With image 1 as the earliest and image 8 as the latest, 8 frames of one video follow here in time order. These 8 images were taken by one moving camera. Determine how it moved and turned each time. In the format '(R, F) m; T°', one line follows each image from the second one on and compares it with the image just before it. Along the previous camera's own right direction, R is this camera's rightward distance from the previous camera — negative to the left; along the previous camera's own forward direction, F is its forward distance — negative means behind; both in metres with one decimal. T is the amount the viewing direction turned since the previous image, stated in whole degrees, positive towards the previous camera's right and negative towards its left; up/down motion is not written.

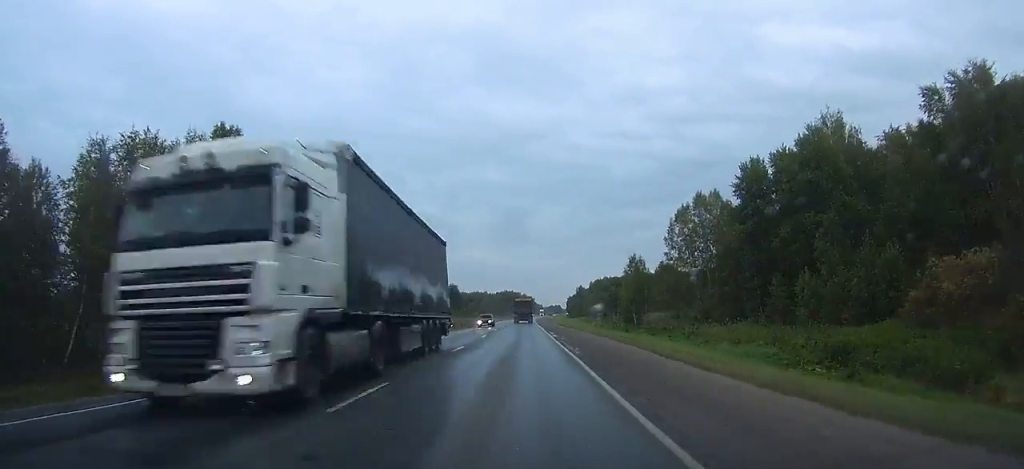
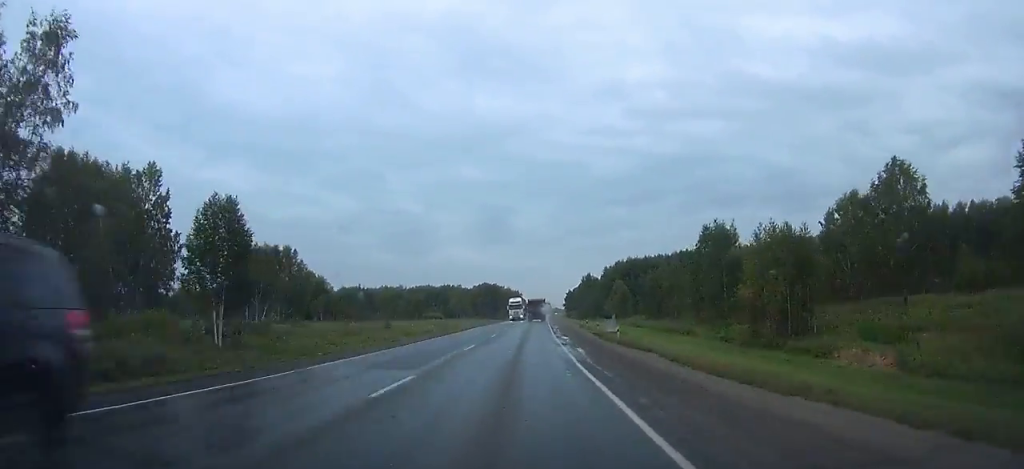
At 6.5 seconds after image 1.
(+2.8, +130.1) m; +3°
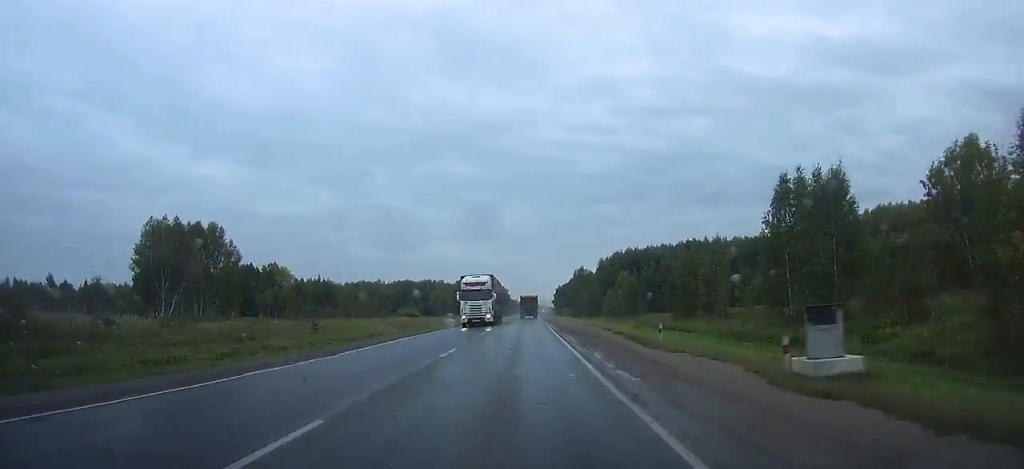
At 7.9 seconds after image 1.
(+0.3, +28.2) m; 0°
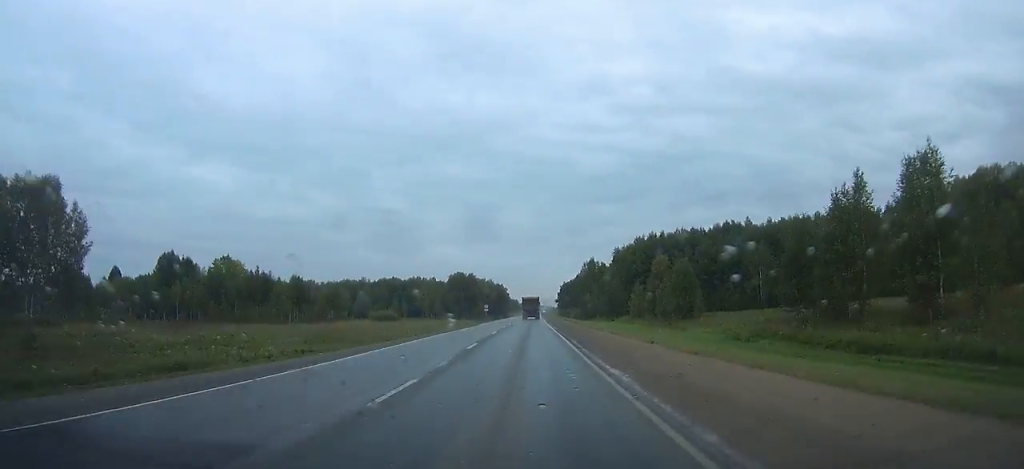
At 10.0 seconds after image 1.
(+0.3, +42.6) m; +1°
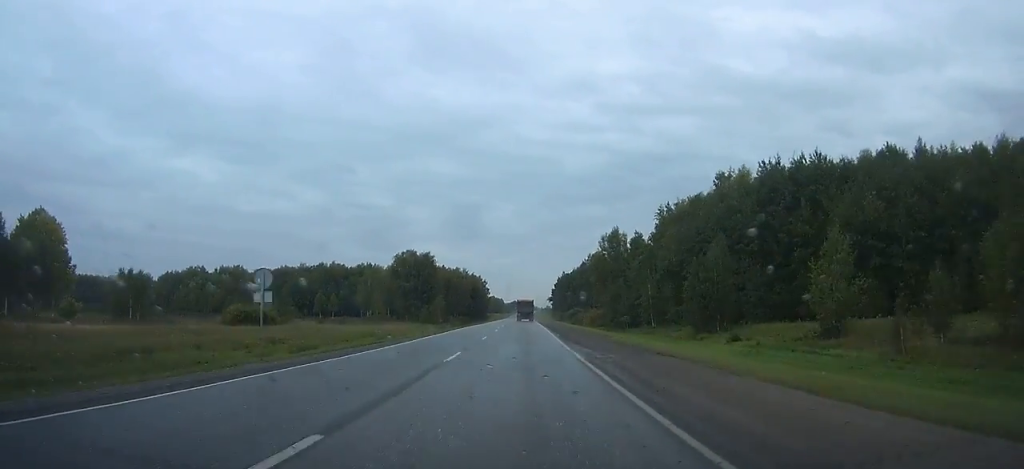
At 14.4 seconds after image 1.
(+0.8, +92.3) m; +1°
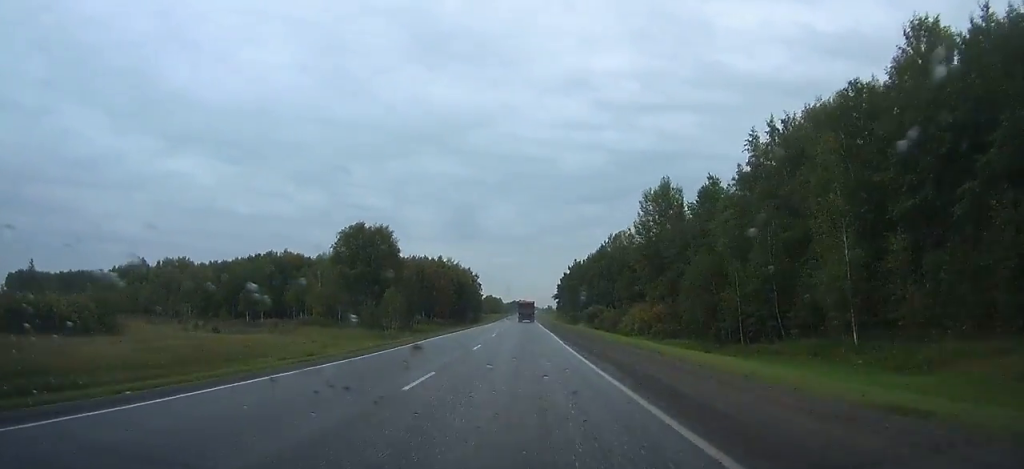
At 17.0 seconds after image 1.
(+0.2, +57.2) m; 0°
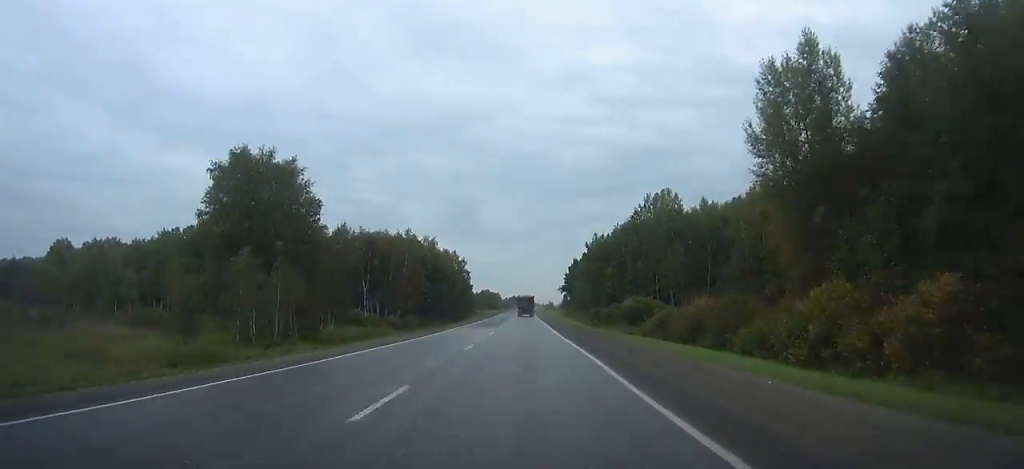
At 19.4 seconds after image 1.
(+0.1, +54.2) m; 0°
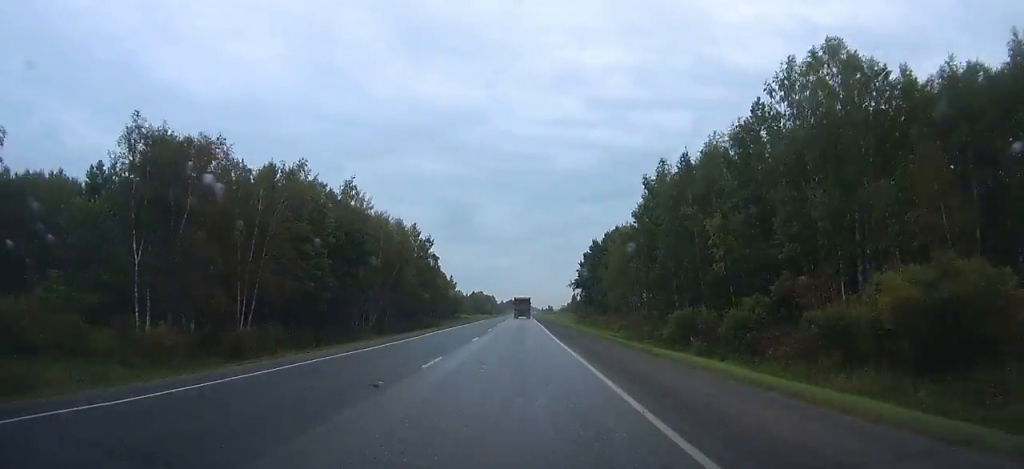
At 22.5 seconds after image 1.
(0.0, +70.7) m; 0°
